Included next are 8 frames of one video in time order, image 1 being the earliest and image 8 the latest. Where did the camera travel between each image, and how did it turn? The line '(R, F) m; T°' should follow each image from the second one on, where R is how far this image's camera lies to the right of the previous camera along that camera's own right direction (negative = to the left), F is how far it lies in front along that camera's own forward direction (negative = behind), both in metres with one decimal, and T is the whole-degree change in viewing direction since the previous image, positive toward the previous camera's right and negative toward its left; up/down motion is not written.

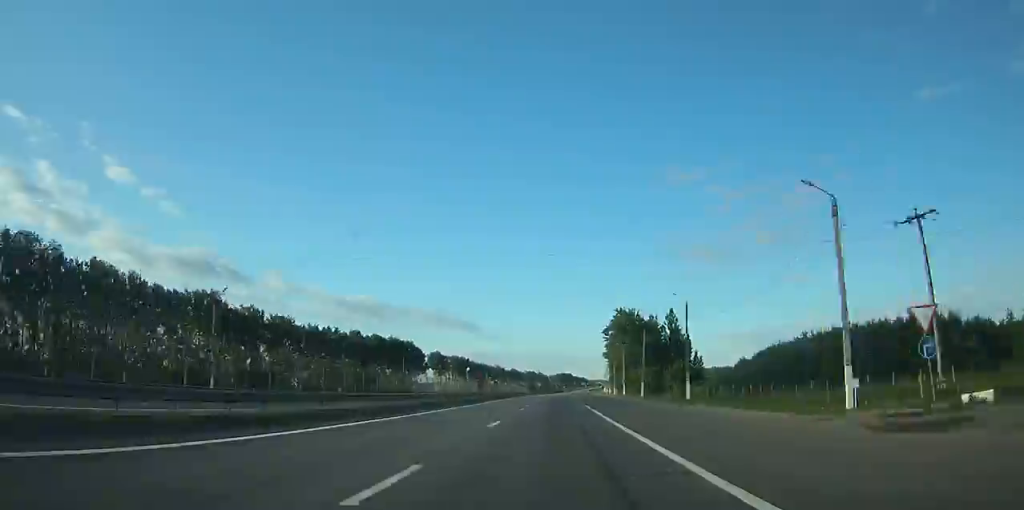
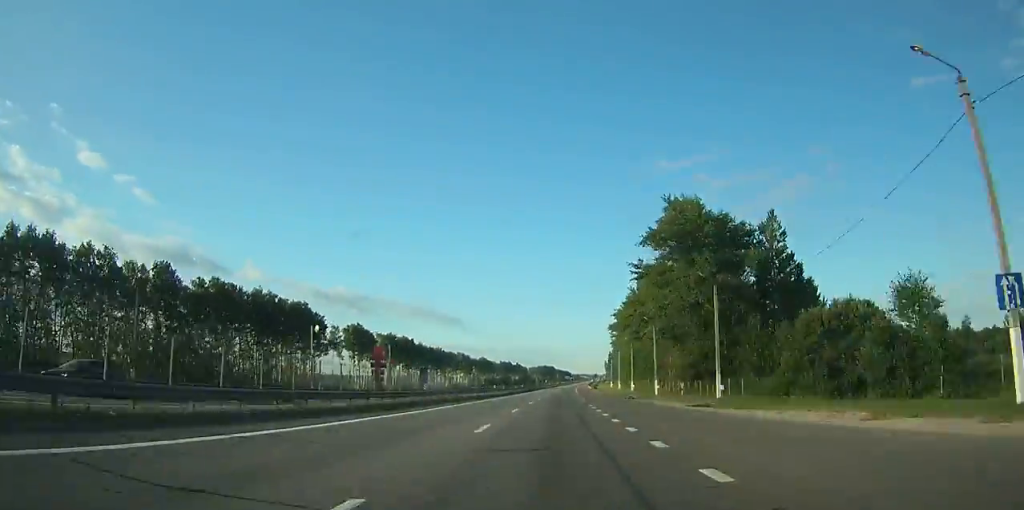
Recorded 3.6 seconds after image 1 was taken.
(+1.4, +95.1) m; +2°
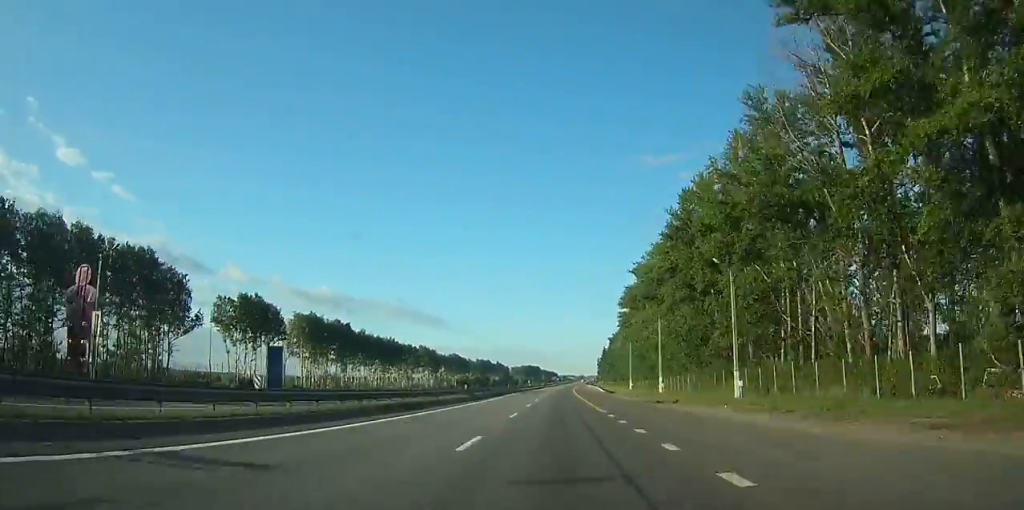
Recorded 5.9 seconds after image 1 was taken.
(+0.4, +63.4) m; +1°
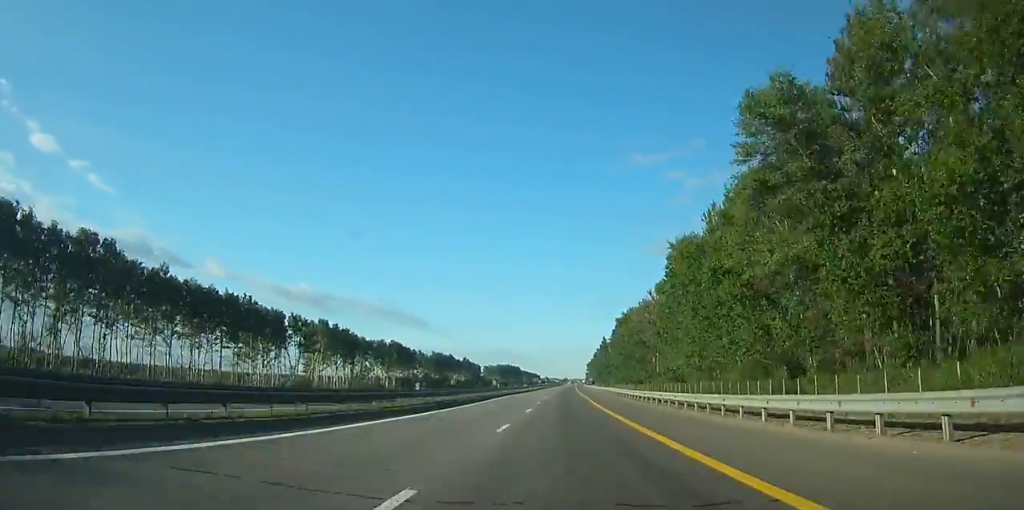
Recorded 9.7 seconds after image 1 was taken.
(+1.5, +107.8) m; +2°
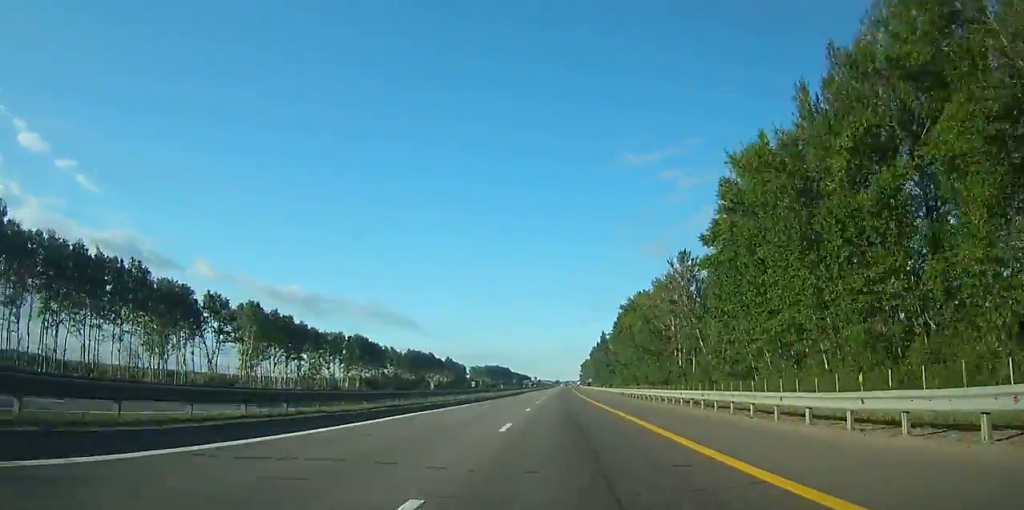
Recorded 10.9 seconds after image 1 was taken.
(+0.3, +38.0) m; +1°
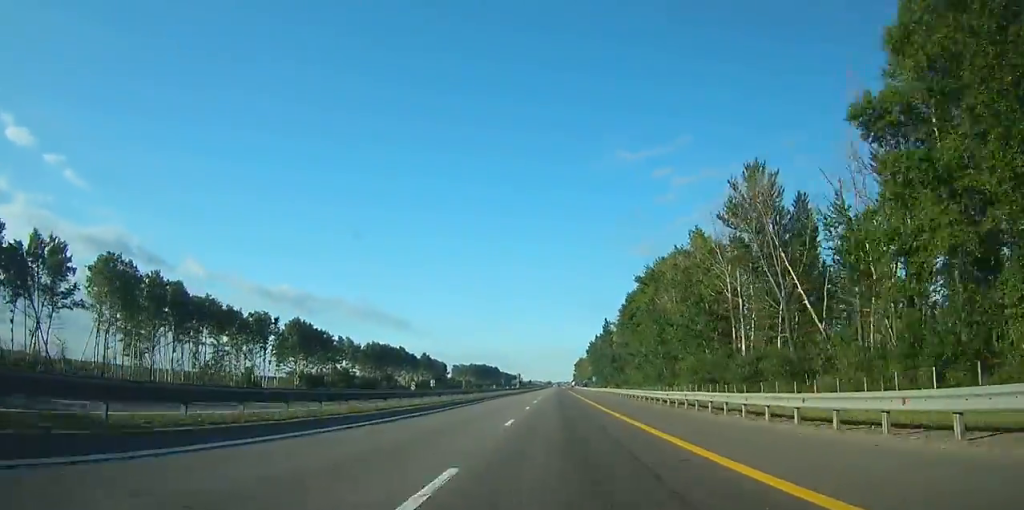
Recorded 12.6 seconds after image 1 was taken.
(+0.2, +50.6) m; +1°
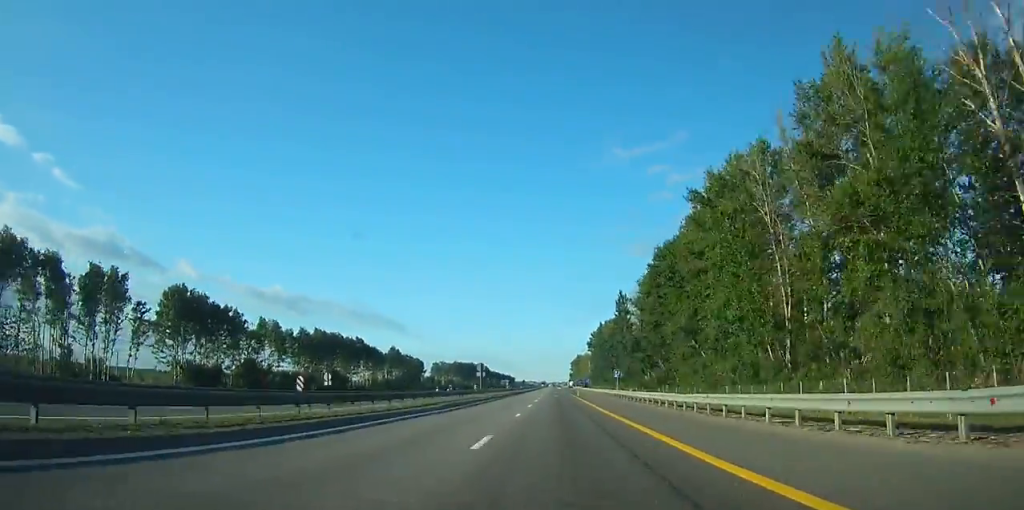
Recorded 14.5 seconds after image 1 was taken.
(+0.7, +57.4) m; +1°
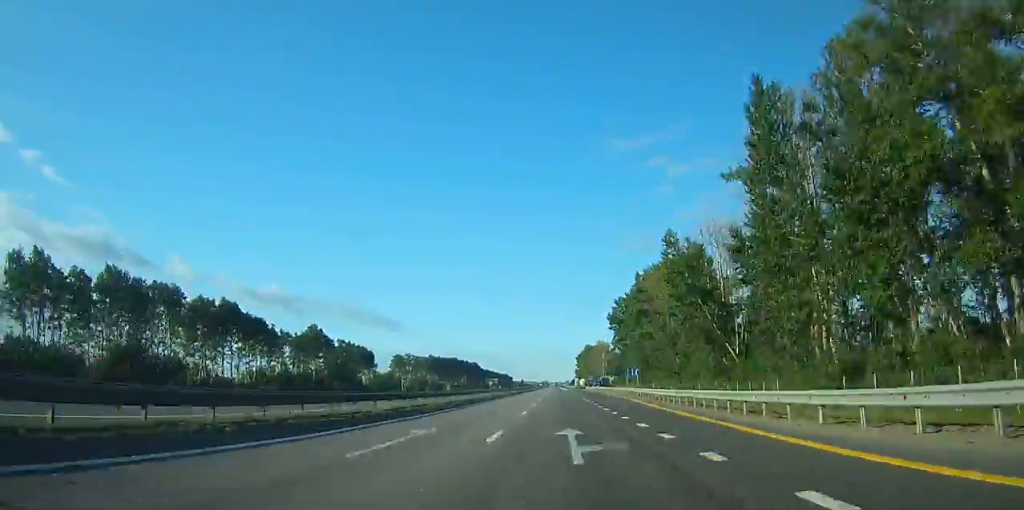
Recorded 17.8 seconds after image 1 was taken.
(+0.4, +98.2) m; 0°
